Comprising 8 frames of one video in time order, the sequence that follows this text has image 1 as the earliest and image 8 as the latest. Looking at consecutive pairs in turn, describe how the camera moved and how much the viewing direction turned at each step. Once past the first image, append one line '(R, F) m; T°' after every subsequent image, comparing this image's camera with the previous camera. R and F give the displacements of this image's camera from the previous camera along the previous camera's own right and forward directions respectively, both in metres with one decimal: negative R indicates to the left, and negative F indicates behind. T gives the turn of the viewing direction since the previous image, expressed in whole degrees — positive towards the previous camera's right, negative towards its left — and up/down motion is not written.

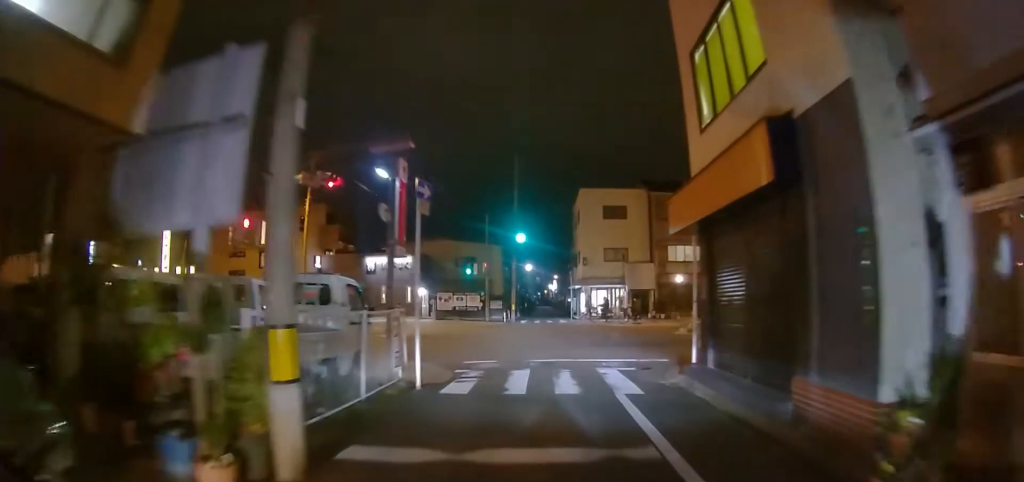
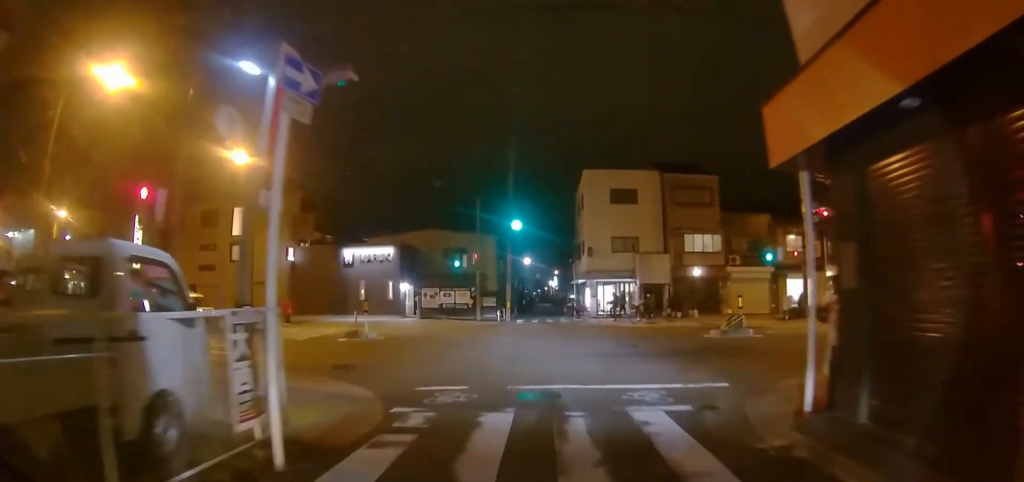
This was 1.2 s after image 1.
(0.0, +5.5) m; -1°
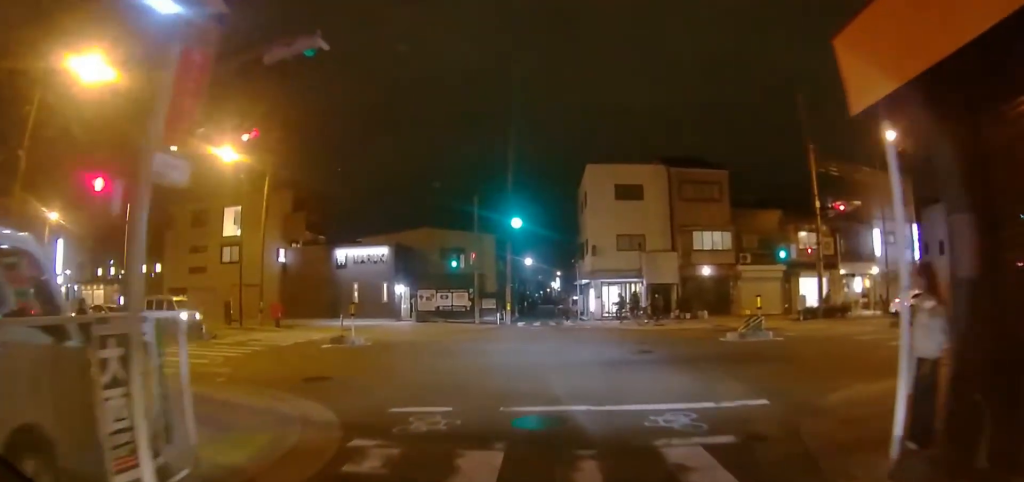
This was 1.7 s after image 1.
(0.0, +2.2) m; 0°
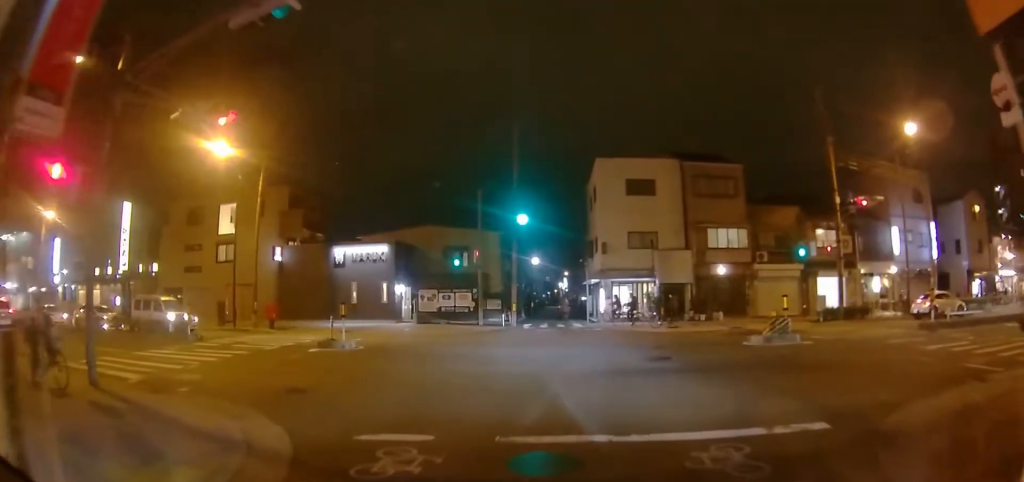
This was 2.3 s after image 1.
(0.0, +2.0) m; -1°
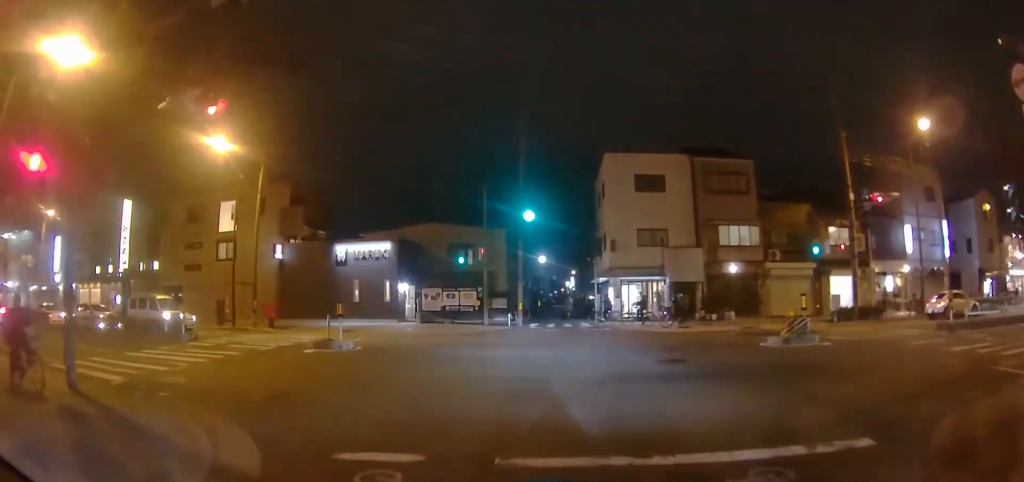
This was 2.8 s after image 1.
(0.0, +1.3) m; -1°
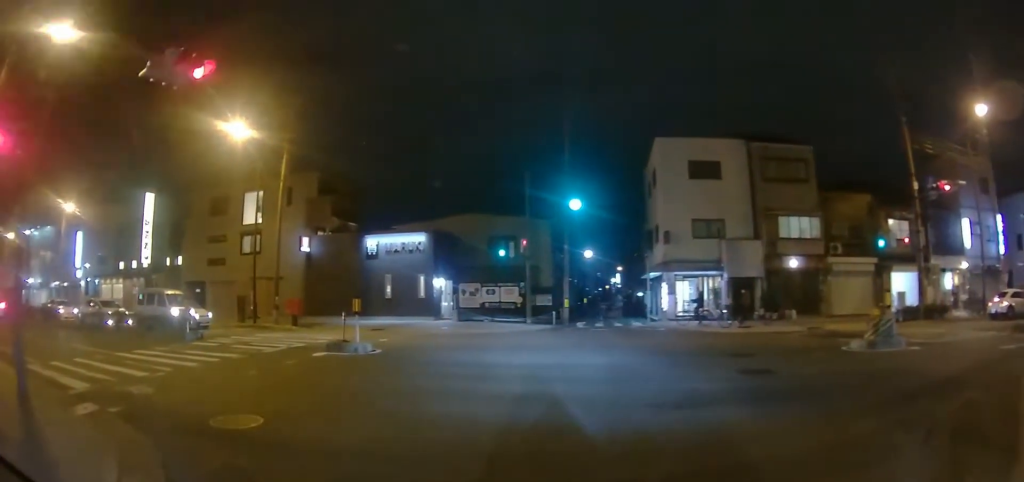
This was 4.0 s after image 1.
(-0.1, +3.0) m; -4°
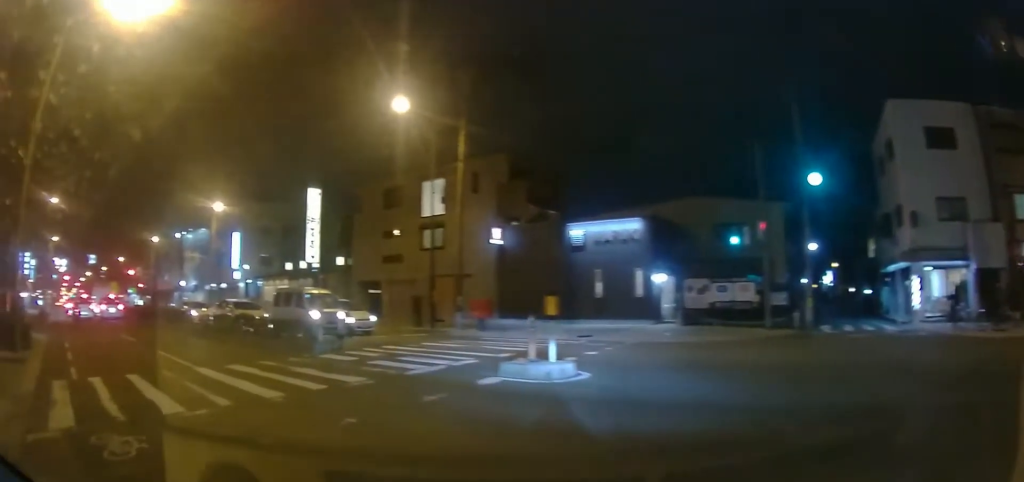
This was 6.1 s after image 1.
(-0.6, +4.5) m; -19°
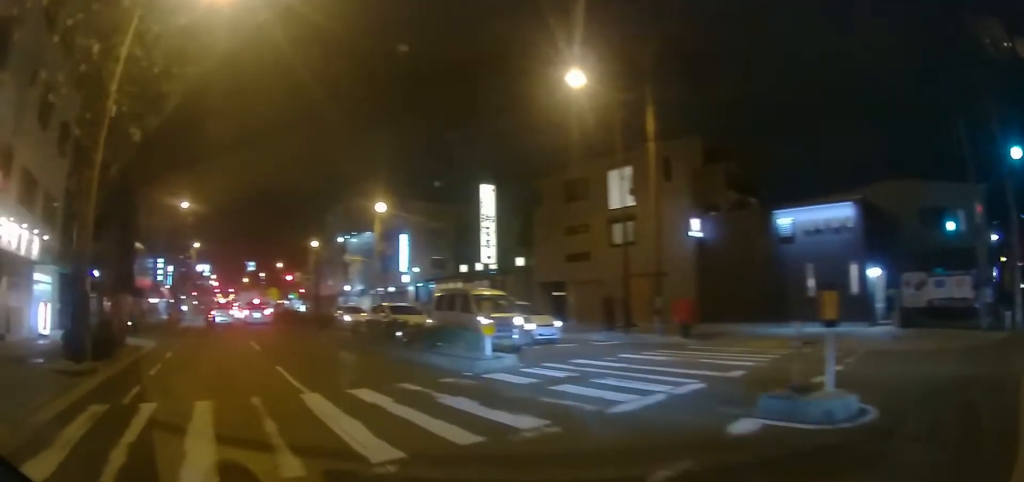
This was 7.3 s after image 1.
(-0.3, +2.6) m; -18°
